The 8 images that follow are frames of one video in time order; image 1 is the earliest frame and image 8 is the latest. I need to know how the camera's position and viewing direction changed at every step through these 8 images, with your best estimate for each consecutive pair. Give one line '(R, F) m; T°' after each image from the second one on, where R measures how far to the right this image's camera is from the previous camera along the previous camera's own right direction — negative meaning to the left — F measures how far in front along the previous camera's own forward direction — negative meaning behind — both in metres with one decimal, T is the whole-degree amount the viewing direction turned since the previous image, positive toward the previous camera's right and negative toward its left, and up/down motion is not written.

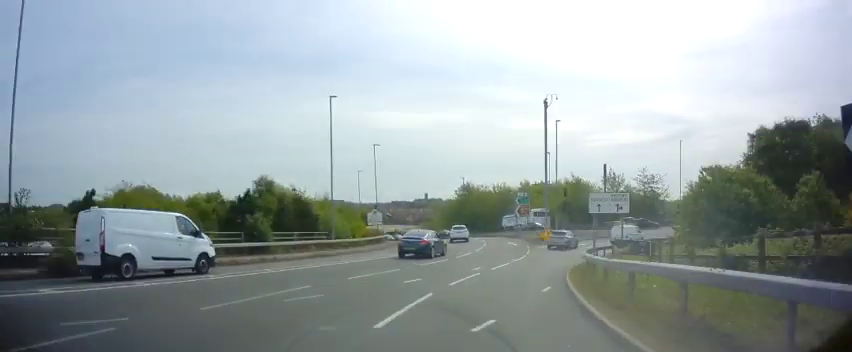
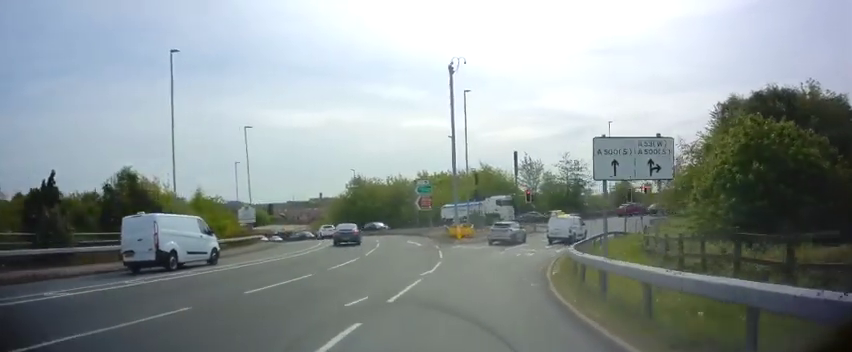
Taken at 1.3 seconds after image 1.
(+1.6, +10.2) m; +13°
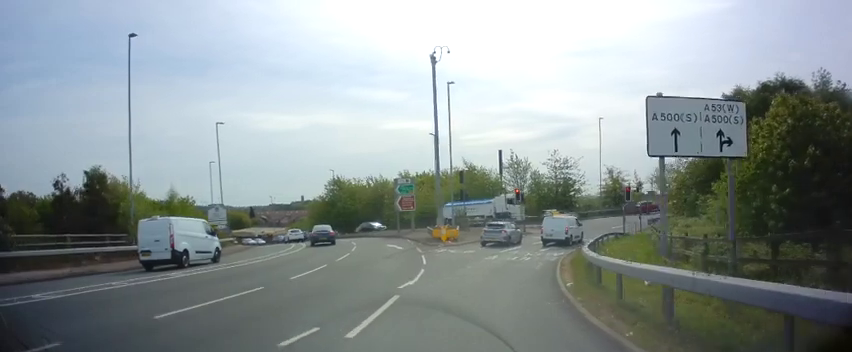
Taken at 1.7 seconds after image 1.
(+0.1, +3.1) m; +1°
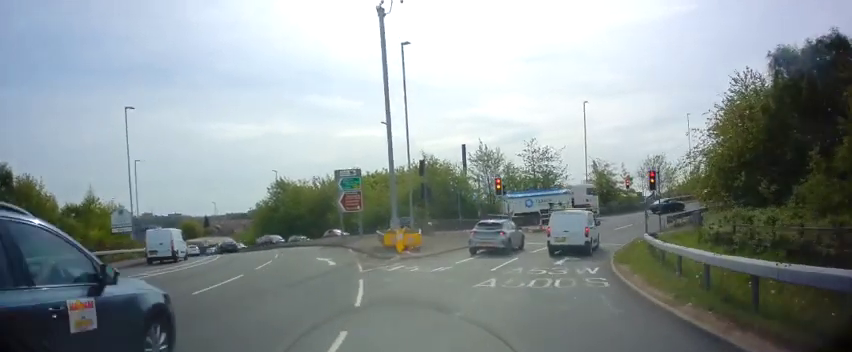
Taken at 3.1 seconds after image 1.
(+0.2, +10.2) m; +7°
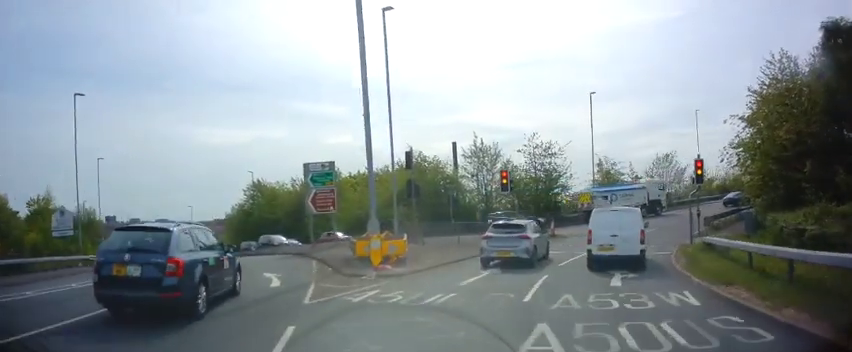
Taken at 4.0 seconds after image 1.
(+0.6, +5.9) m; +2°
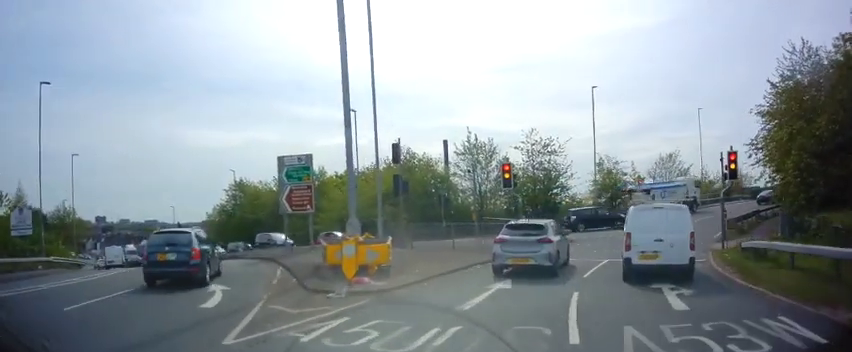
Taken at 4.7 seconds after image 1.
(-0.1, +3.4) m; -1°
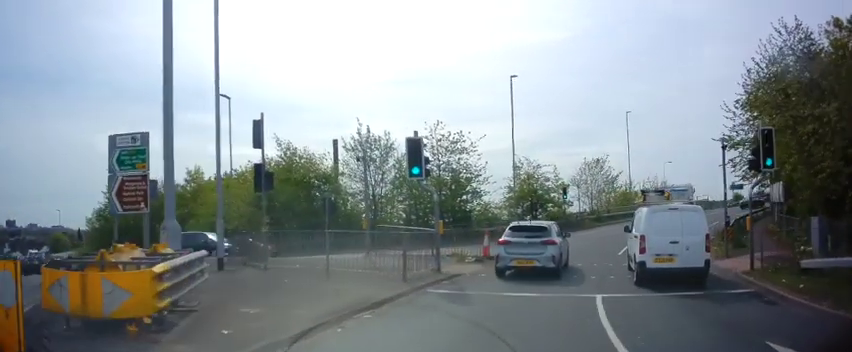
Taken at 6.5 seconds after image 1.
(+0.5, +7.6) m; +23°
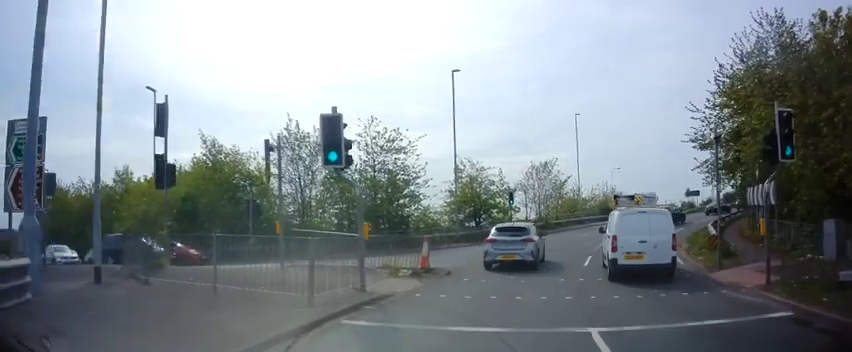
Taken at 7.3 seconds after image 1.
(+0.6, +2.8) m; +4°
